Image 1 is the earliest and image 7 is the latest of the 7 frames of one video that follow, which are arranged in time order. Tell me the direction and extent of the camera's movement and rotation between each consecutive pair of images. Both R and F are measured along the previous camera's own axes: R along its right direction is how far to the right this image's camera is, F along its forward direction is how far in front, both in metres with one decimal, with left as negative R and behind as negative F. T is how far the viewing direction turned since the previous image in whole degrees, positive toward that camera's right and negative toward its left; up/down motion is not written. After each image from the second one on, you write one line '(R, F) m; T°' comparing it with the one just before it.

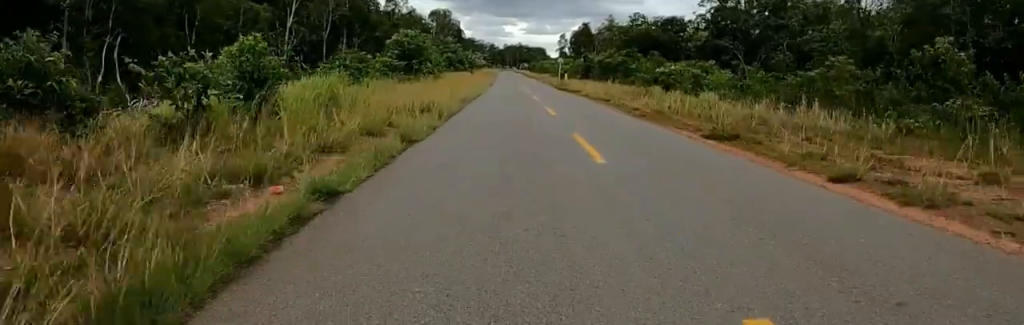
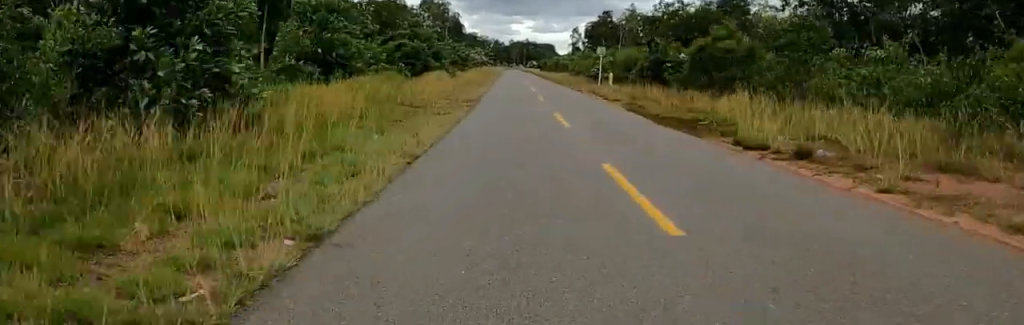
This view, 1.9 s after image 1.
(+0.3, +27.6) m; +1°
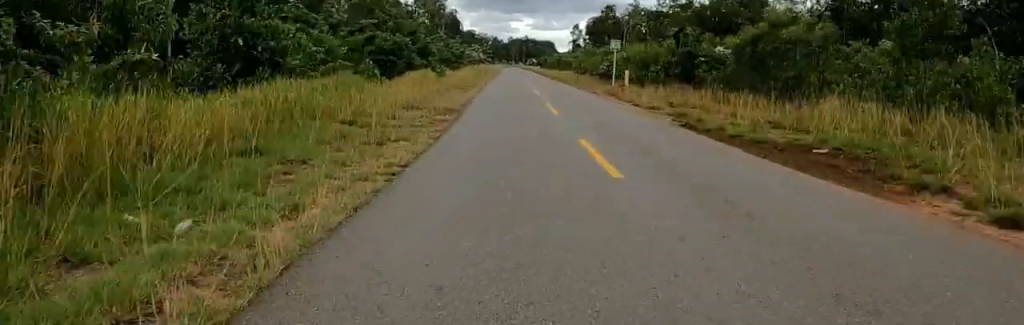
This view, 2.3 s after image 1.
(0.0, +6.5) m; 0°
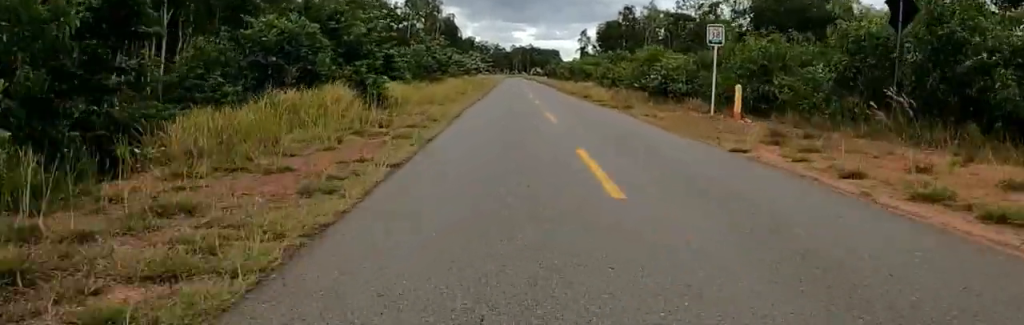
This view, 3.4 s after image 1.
(0.0, +17.0) m; -1°
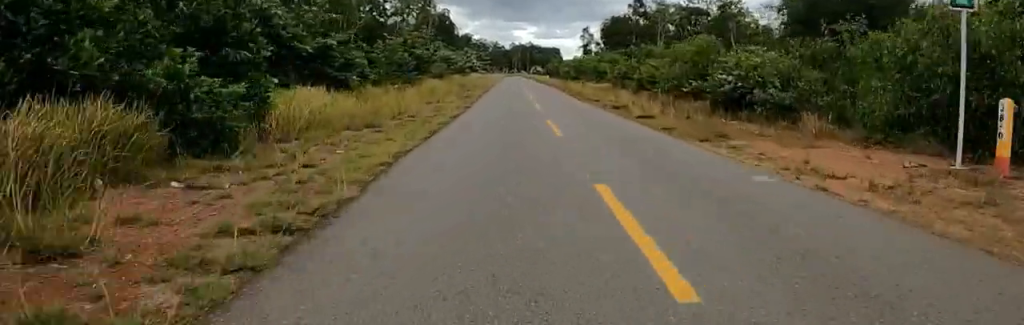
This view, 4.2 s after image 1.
(-0.2, +10.8) m; 0°
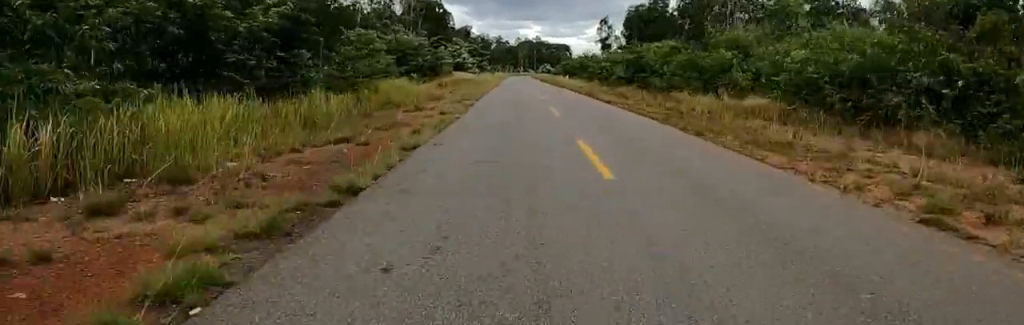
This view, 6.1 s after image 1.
(+0.4, +29.2) m; +1°
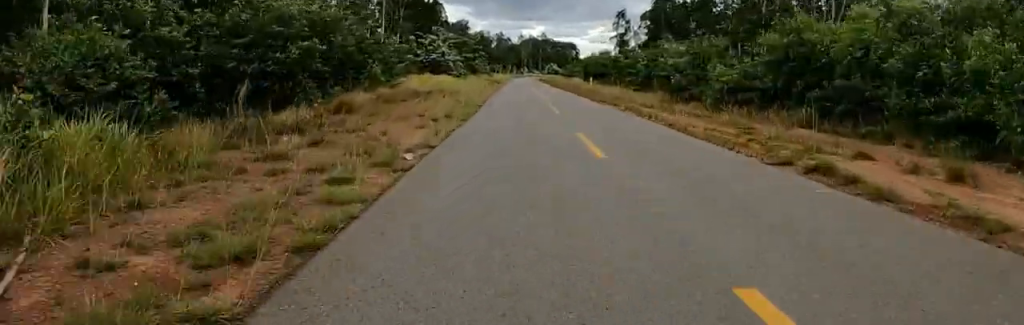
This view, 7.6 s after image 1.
(0.0, +22.7) m; +1°
